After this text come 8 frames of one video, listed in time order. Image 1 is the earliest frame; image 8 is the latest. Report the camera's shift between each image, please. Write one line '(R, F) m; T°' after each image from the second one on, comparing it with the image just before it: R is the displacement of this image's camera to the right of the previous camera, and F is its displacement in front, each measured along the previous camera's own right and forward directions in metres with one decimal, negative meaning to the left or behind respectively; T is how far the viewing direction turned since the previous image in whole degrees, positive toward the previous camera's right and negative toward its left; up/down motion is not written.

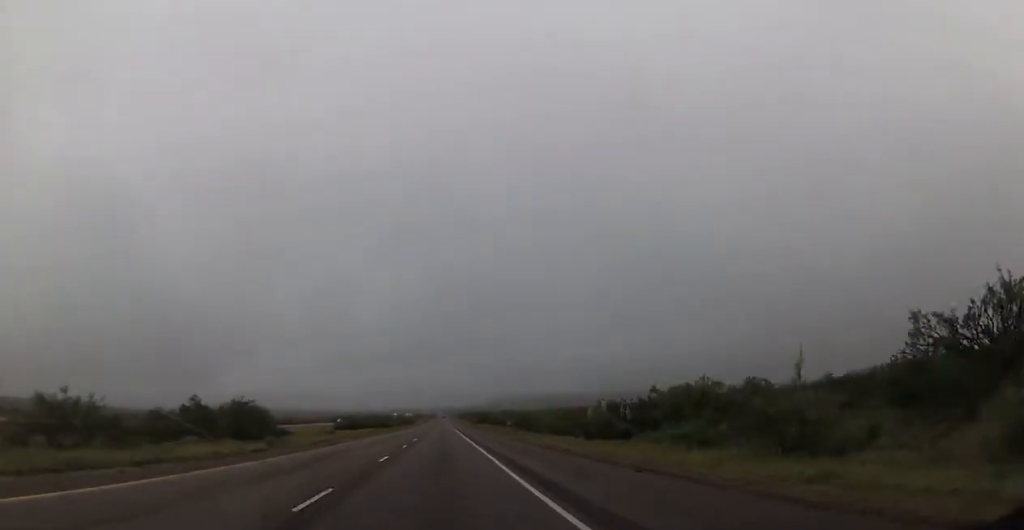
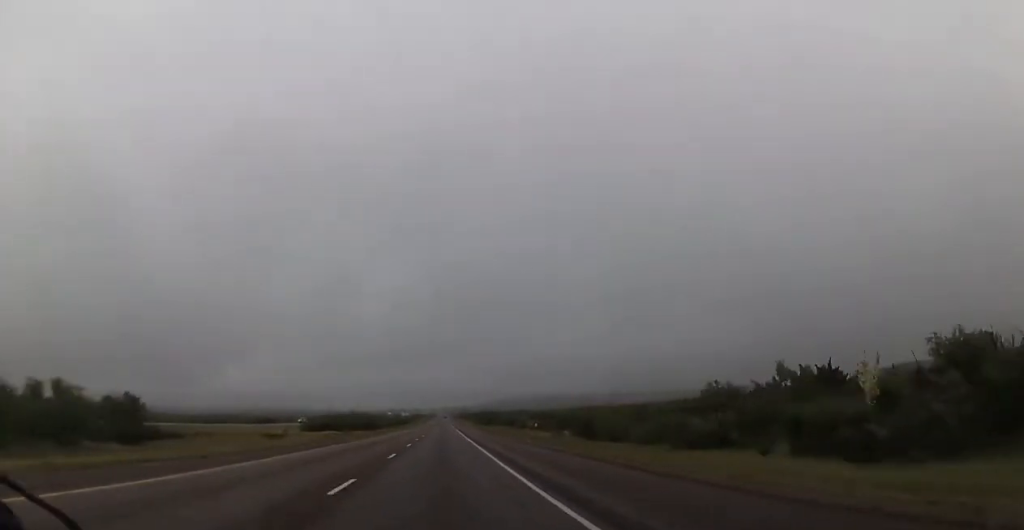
(0.0, +34.2) m; 0°
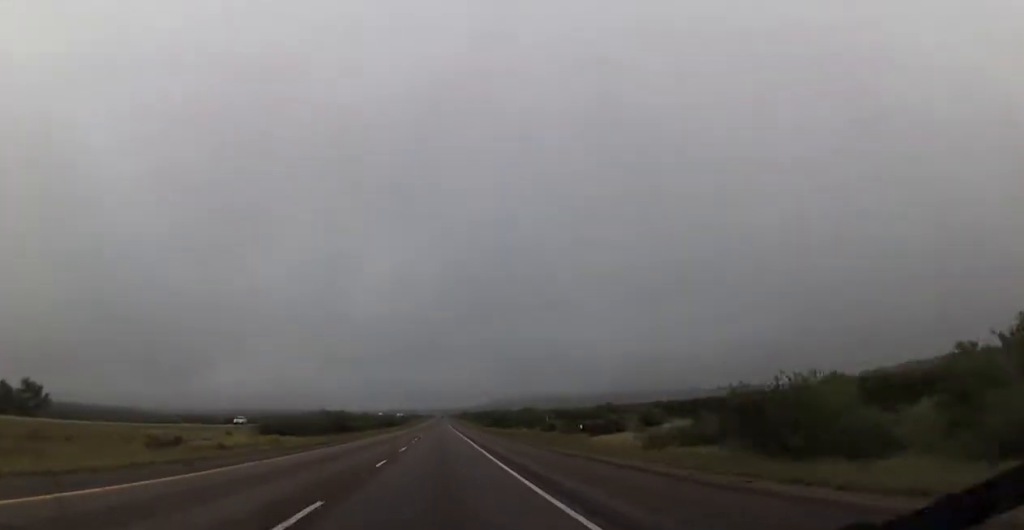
(0.0, +28.3) m; +1°
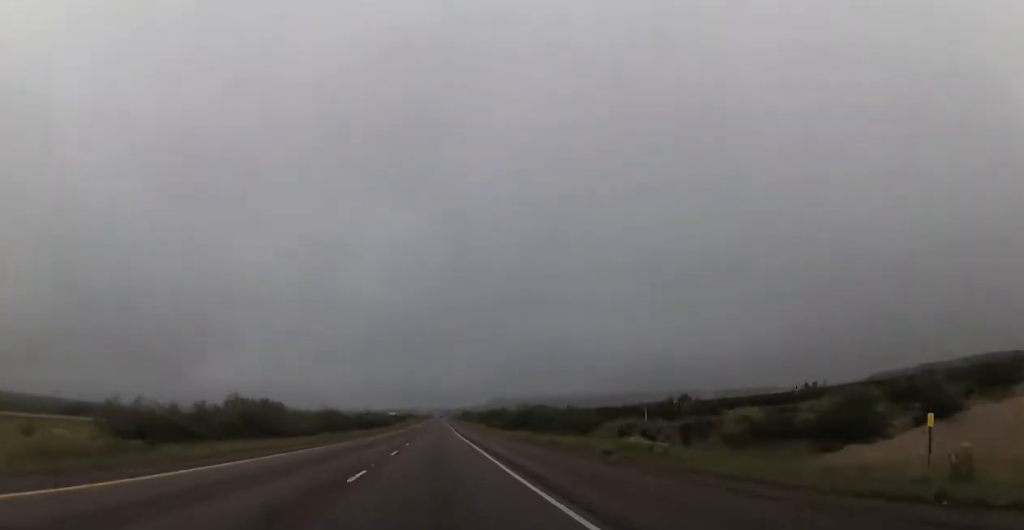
(+0.5, +41.8) m; 0°
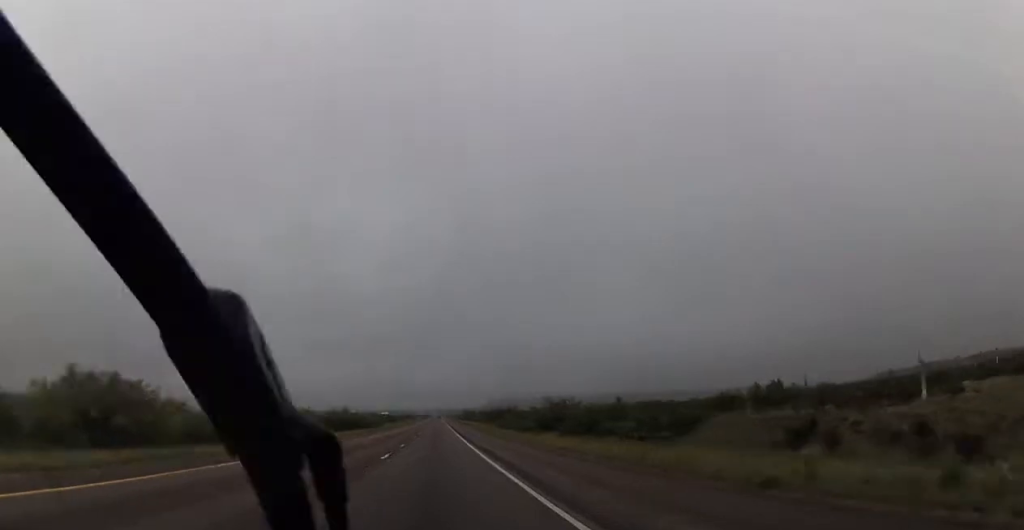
(-0.2, +27.1) m; -1°
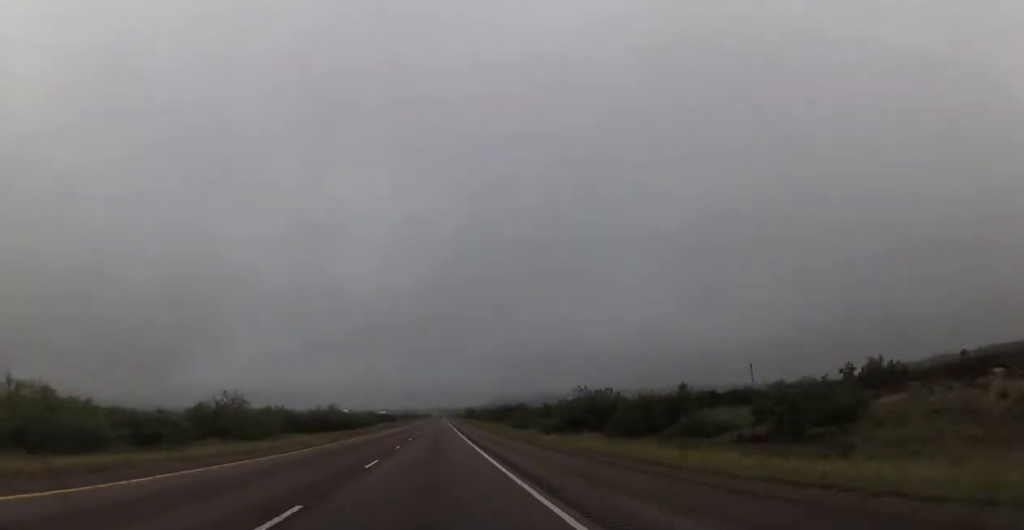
(-0.1, +16.9) m; 0°
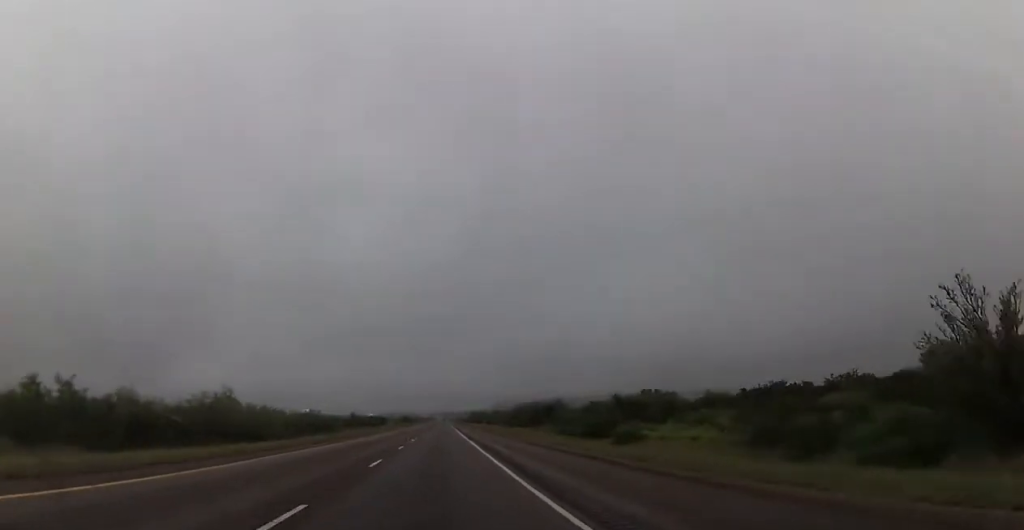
(0.0, +48.6) m; 0°
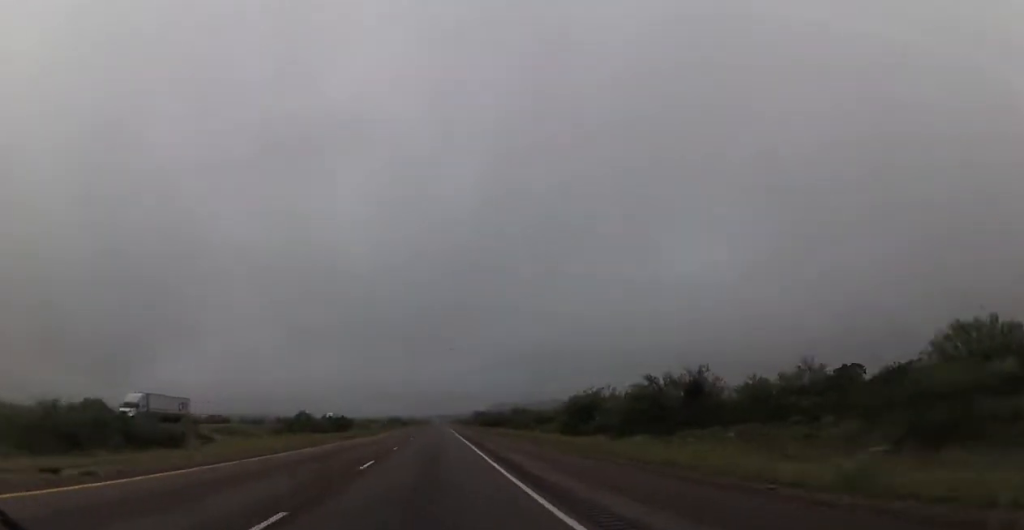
(+0.4, +61.9) m; +1°
